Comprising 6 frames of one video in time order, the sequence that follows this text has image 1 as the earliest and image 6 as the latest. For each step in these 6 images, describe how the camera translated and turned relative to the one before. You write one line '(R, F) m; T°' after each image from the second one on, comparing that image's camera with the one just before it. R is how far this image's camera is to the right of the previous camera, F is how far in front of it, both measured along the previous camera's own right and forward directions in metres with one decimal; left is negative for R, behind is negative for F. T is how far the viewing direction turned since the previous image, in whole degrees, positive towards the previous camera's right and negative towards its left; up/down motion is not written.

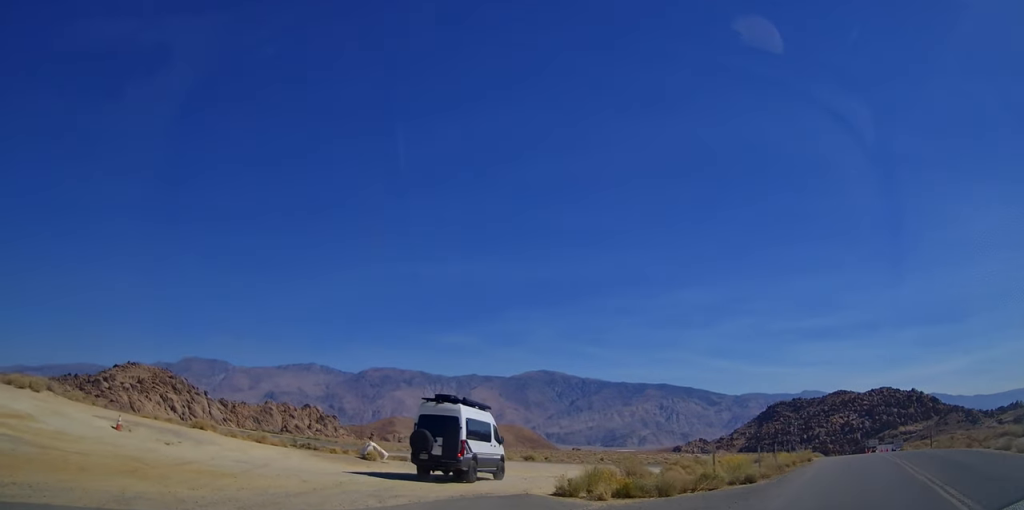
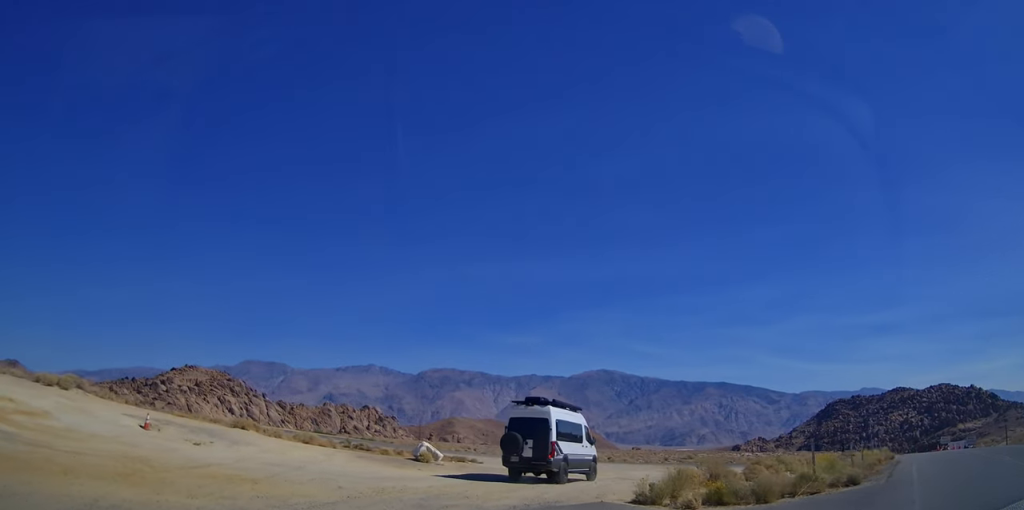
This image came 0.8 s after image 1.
(0.0, +2.9) m; -4°
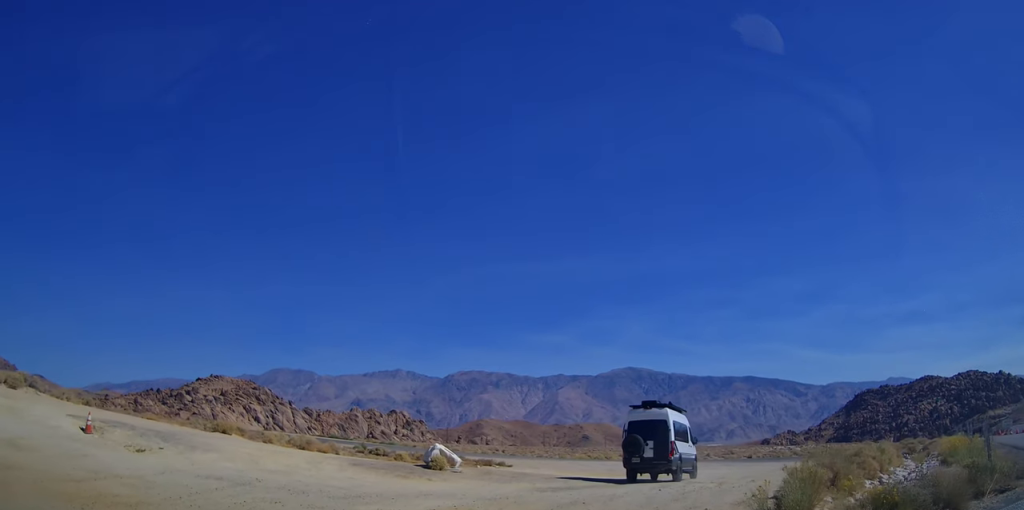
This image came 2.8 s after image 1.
(-0.6, +5.5) m; -11°
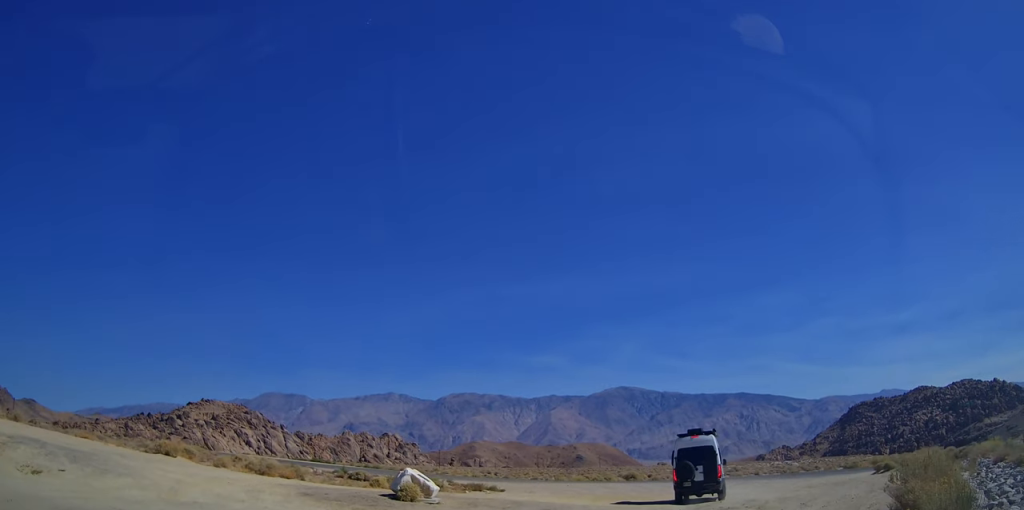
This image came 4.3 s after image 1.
(-0.2, +4.0) m; +4°
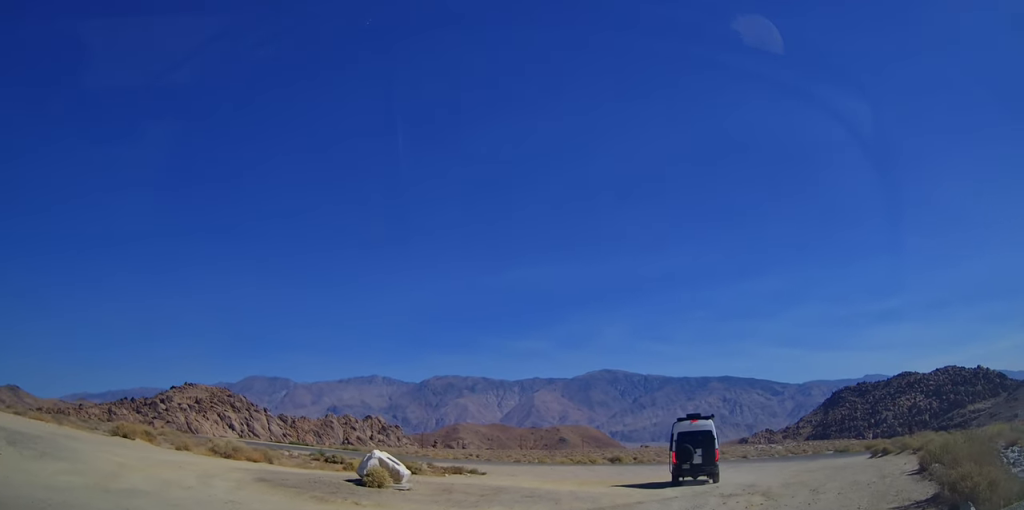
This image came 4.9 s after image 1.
(+0.1, +1.6) m; +2°
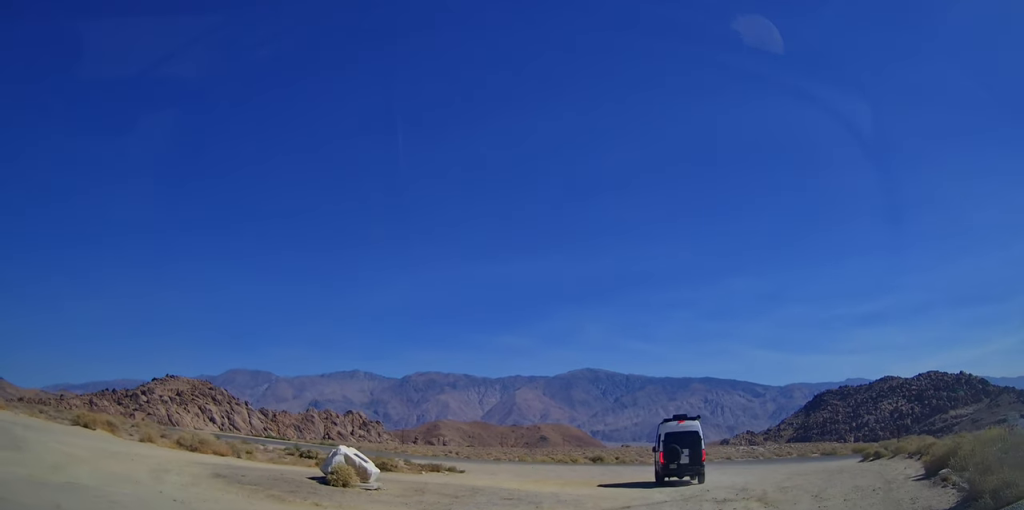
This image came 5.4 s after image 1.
(+0.1, +1.1) m; 0°
